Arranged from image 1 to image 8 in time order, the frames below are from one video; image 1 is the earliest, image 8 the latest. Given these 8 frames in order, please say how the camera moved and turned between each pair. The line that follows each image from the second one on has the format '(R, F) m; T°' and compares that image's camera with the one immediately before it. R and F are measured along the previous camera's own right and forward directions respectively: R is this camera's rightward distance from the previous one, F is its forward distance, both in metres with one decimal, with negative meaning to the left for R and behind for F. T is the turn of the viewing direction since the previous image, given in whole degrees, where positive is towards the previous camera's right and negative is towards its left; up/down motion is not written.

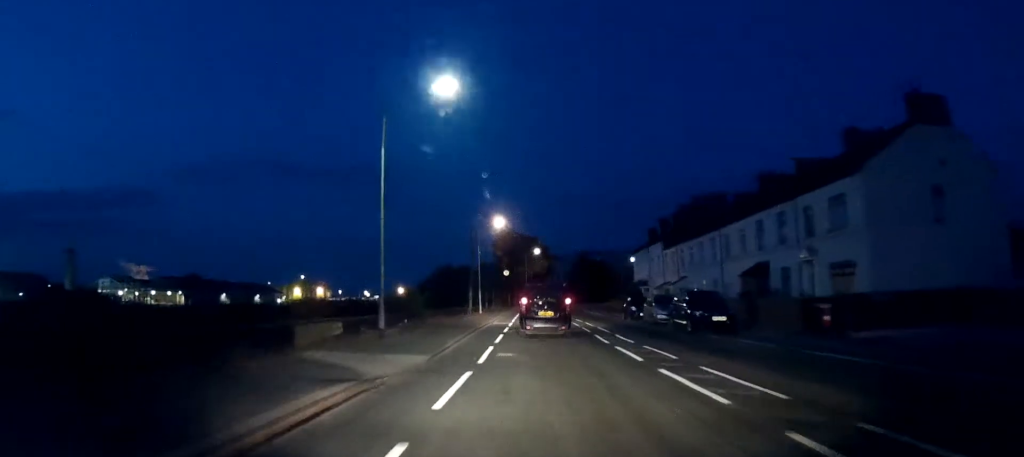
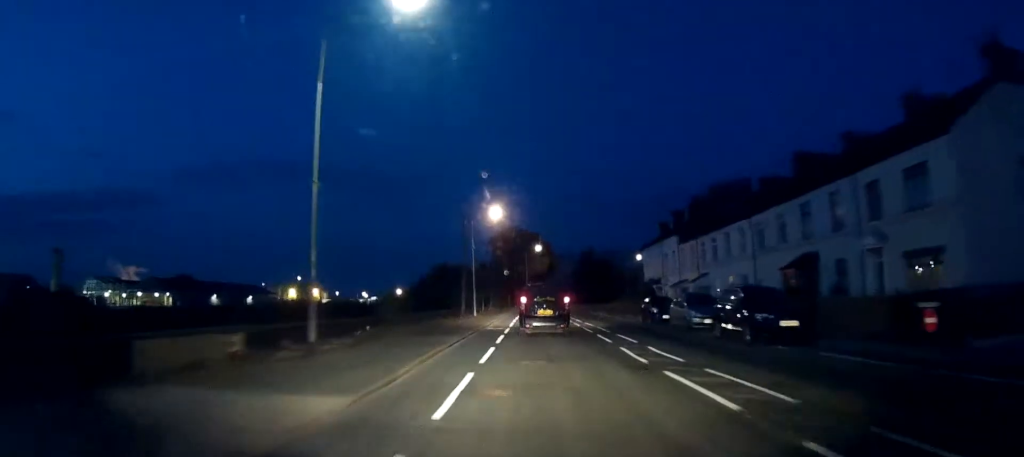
(-0.1, +6.3) m; -3°
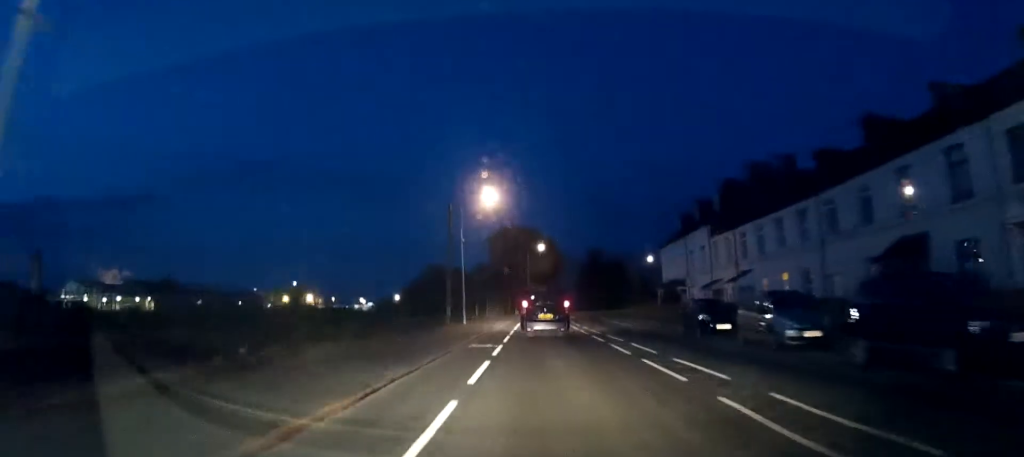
(-0.3, +8.9) m; 0°
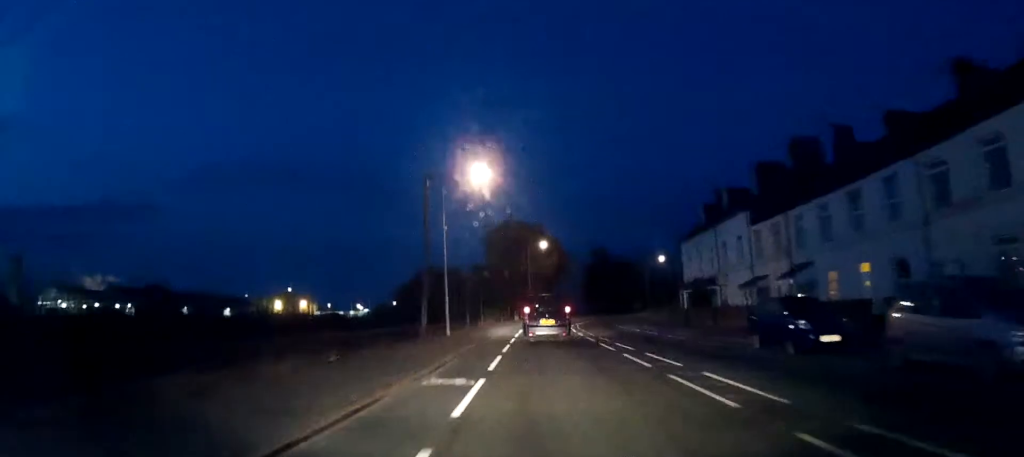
(+0.3, +8.5) m; -2°
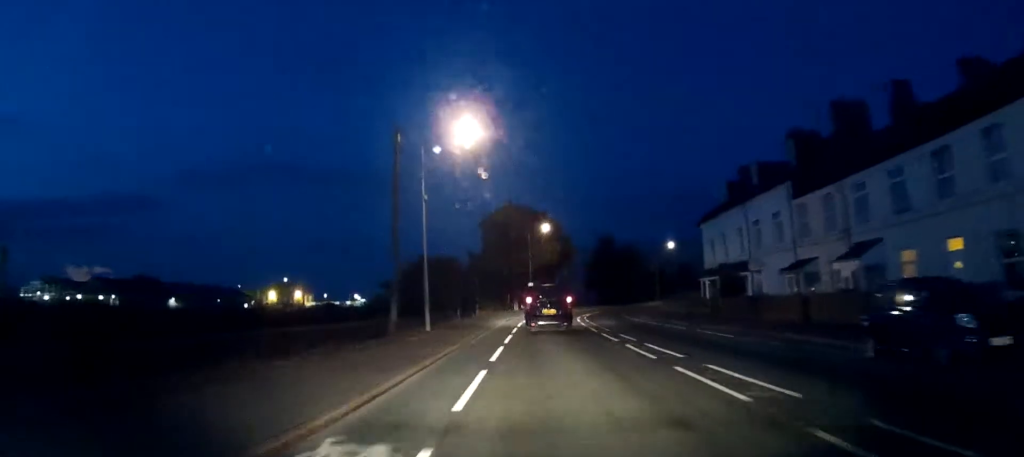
(-0.4, +6.3) m; -3°
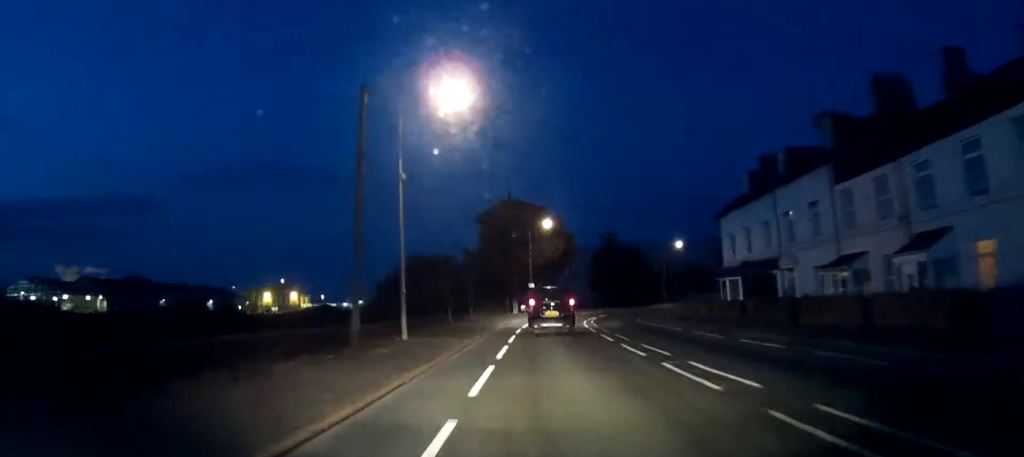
(-0.1, +4.7) m; -2°
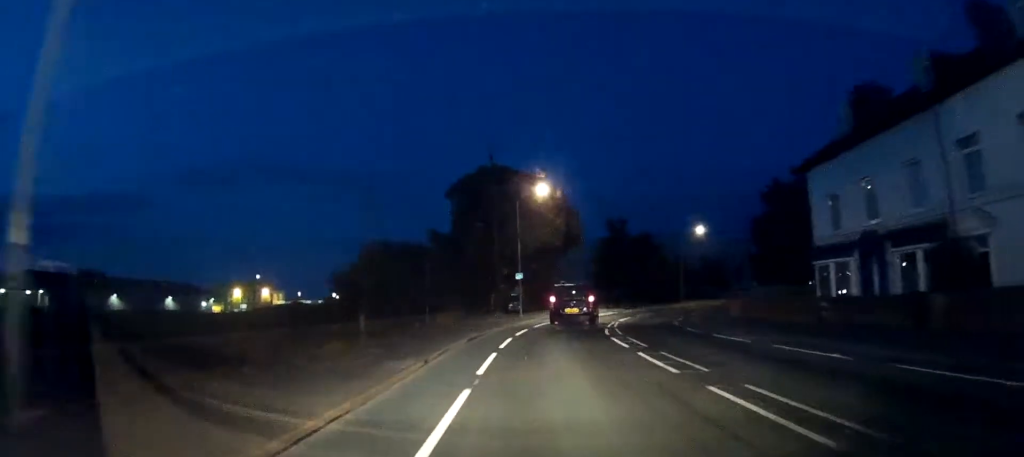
(+1.1, +16.2) m; +7°
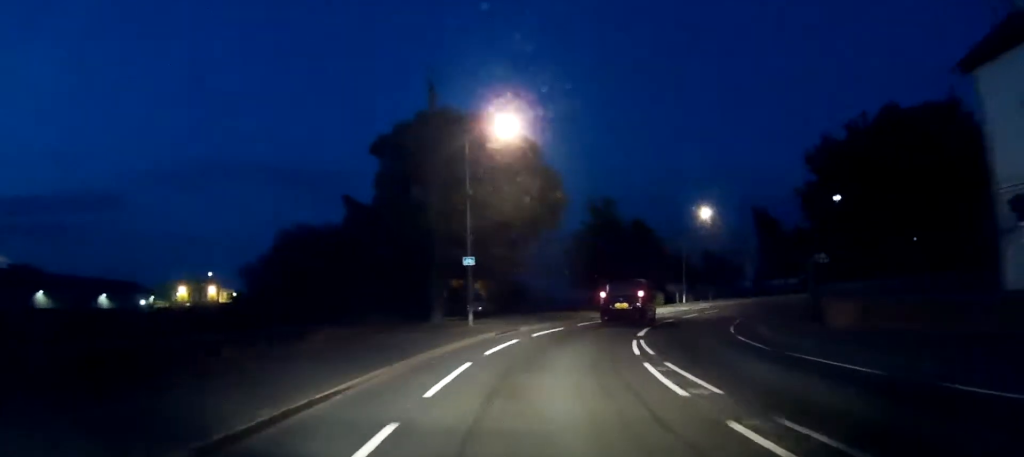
(0.0, +15.1) m; -1°
